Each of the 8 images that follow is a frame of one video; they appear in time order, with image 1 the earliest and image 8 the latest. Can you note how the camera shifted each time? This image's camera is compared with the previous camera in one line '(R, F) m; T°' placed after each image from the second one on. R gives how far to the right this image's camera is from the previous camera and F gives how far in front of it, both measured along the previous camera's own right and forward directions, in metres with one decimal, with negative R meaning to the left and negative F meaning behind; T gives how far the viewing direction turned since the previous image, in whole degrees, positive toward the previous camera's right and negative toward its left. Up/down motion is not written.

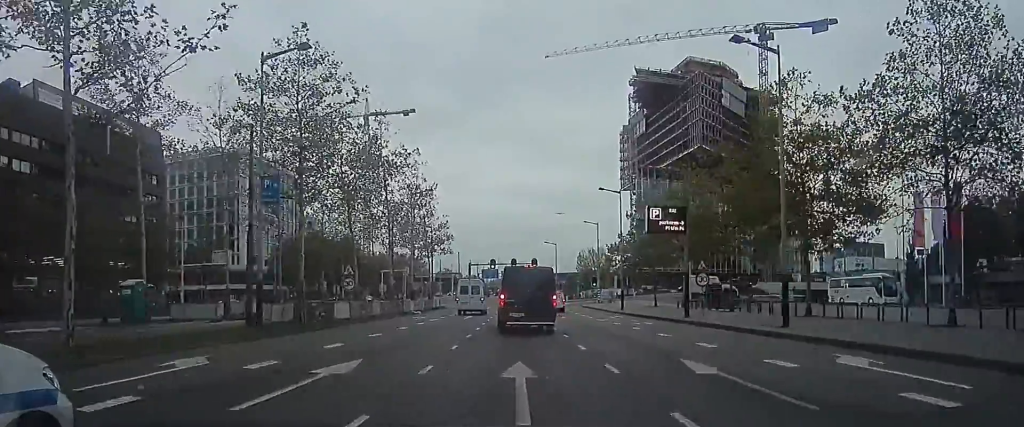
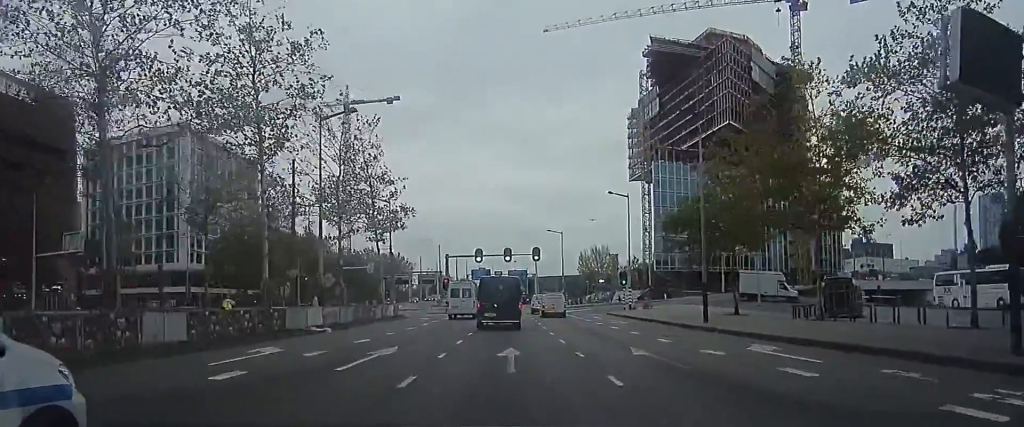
(-1.3, +21.7) m; 0°
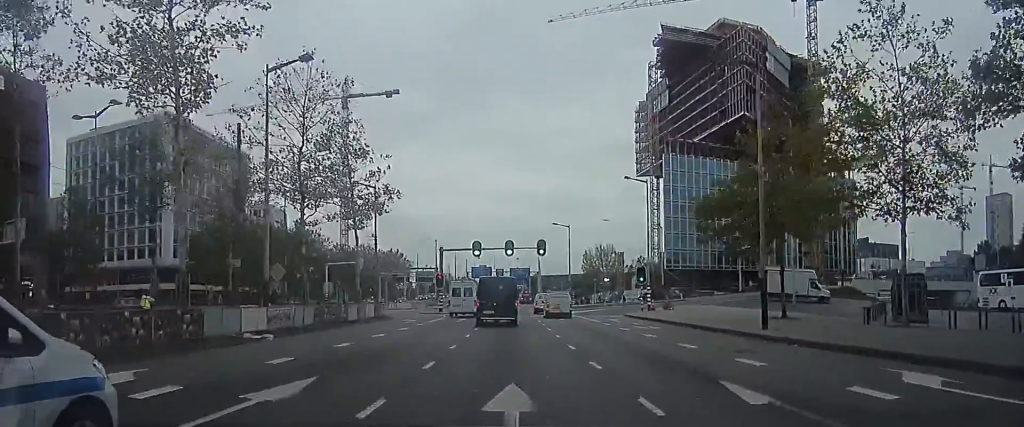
(+0.5, +6.1) m; 0°
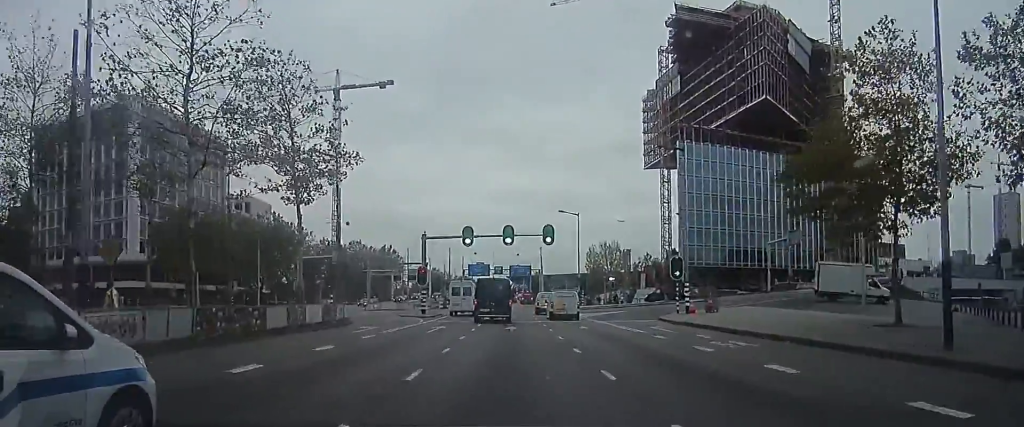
(-0.8, +9.5) m; 0°
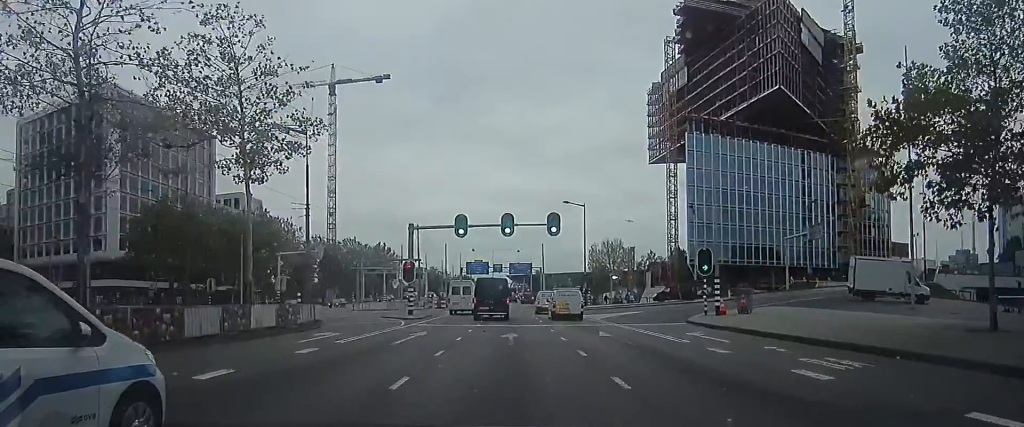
(+0.5, +4.9) m; 0°
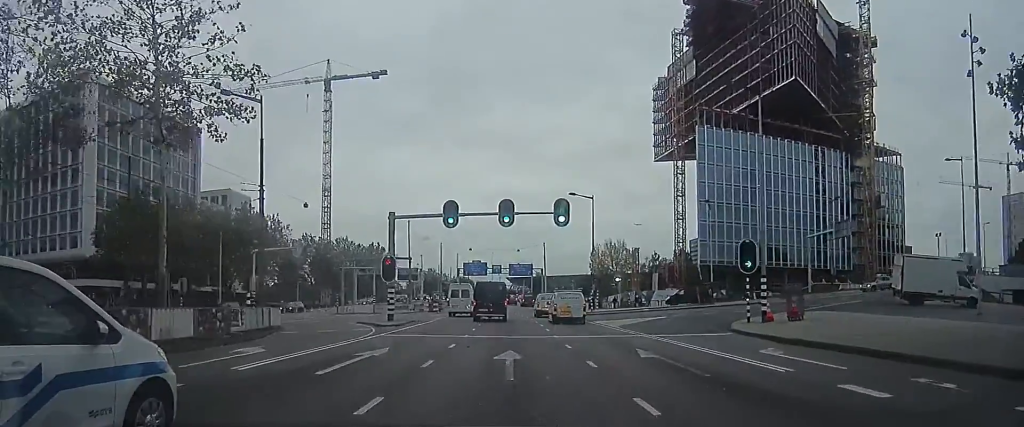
(+0.1, +5.4) m; 0°
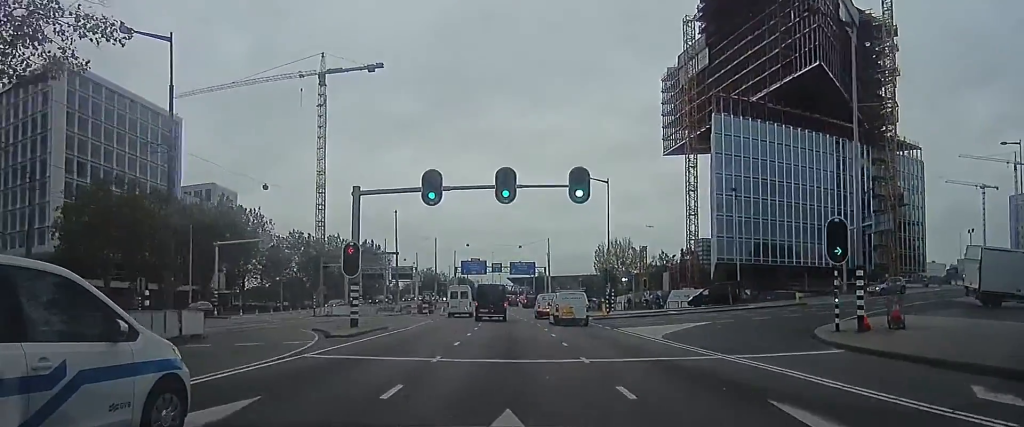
(-0.6, +6.6) m; 0°
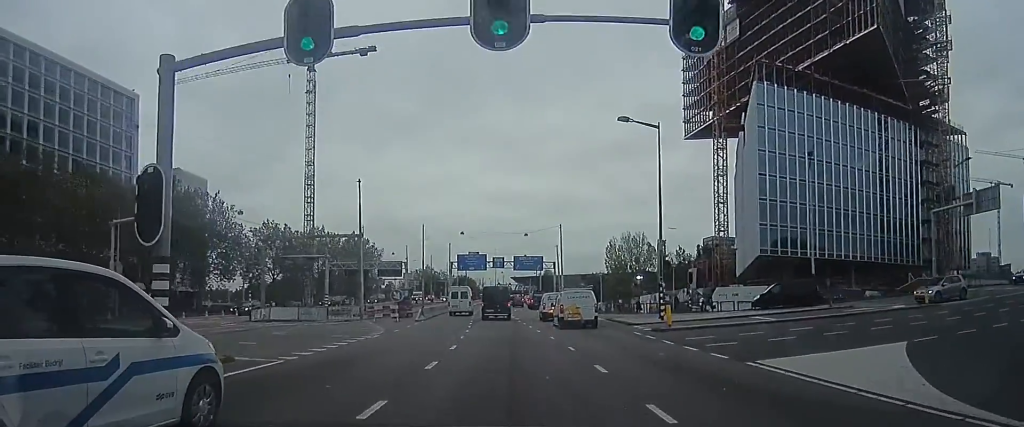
(+0.5, +12.9) m; -2°
